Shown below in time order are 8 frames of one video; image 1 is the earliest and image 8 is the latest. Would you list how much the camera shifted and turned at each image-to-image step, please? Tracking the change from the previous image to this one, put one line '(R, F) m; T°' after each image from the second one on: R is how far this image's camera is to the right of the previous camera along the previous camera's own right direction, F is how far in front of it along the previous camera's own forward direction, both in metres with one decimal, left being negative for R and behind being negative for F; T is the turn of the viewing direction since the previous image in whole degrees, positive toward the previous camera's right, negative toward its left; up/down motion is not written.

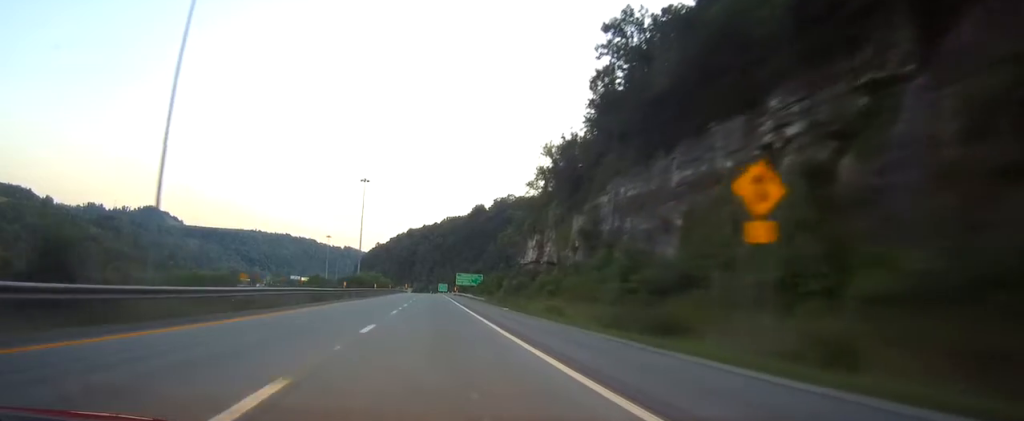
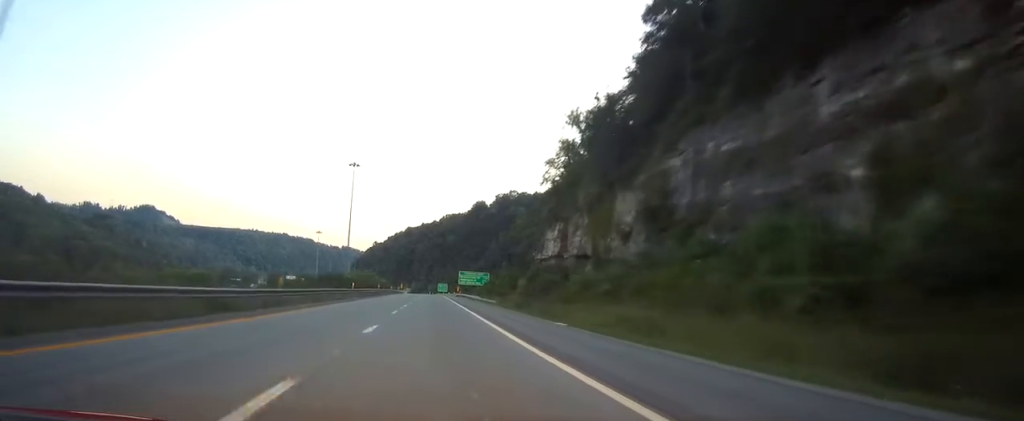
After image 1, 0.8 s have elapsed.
(+0.1, +24.3) m; 0°
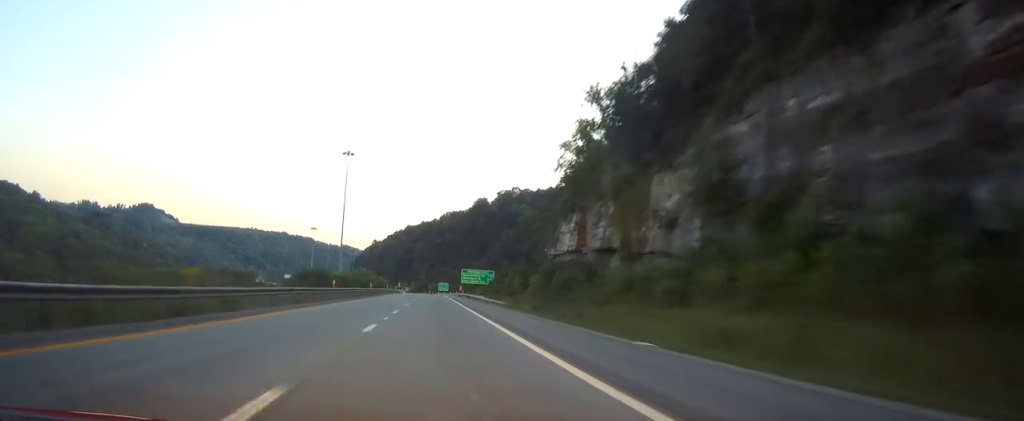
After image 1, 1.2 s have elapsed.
(-0.1, +12.8) m; 0°
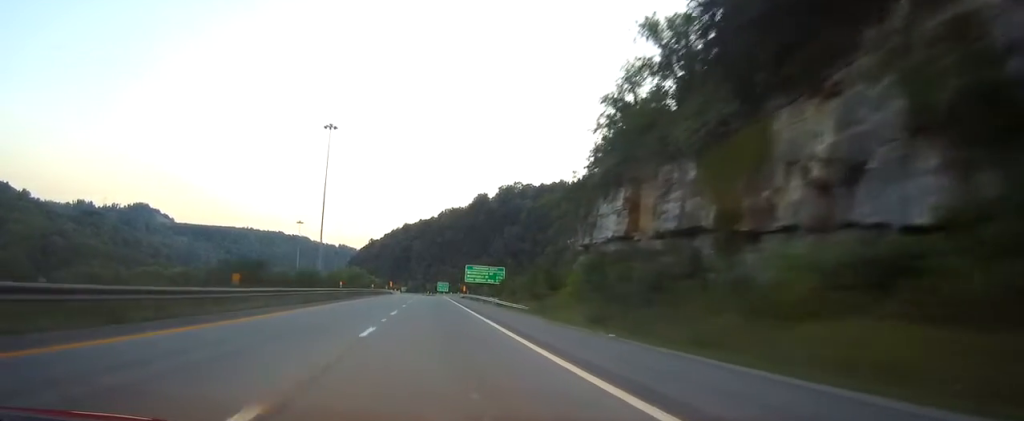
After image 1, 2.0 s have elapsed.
(0.0, +25.6) m; 0°
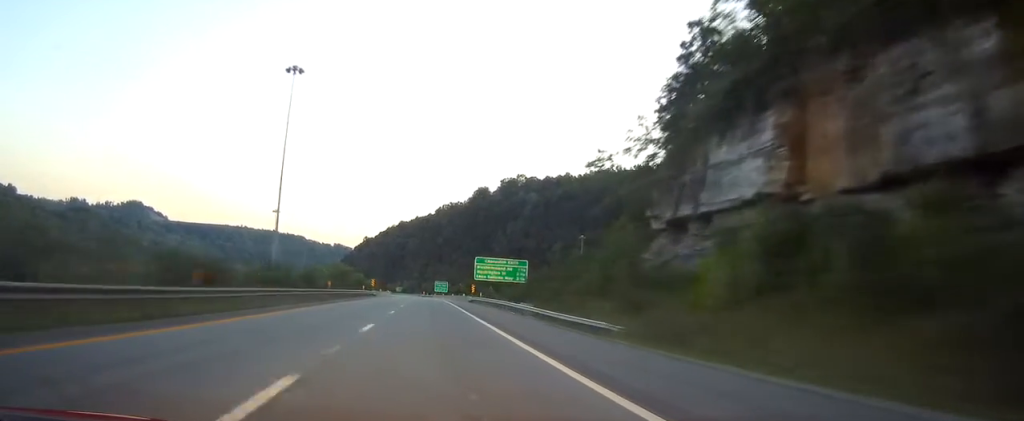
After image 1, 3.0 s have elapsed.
(+0.2, +34.4) m; 0°
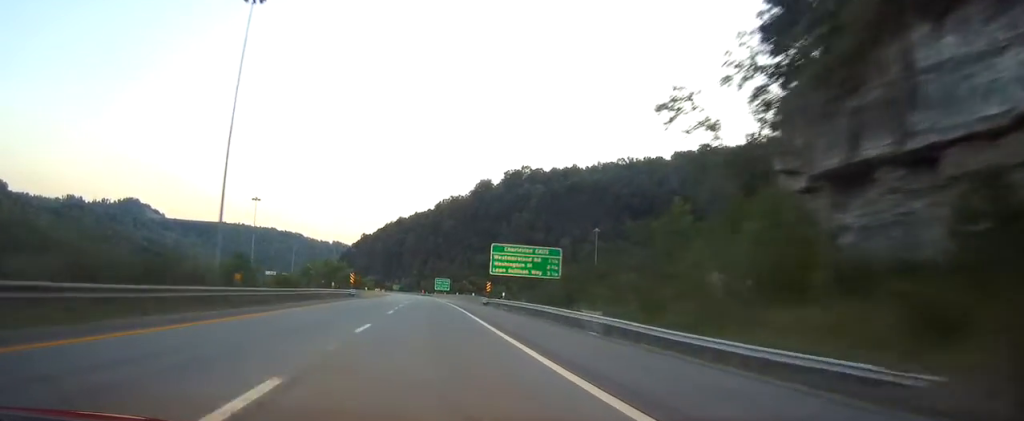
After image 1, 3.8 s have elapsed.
(0.0, +24.9) m; 0°
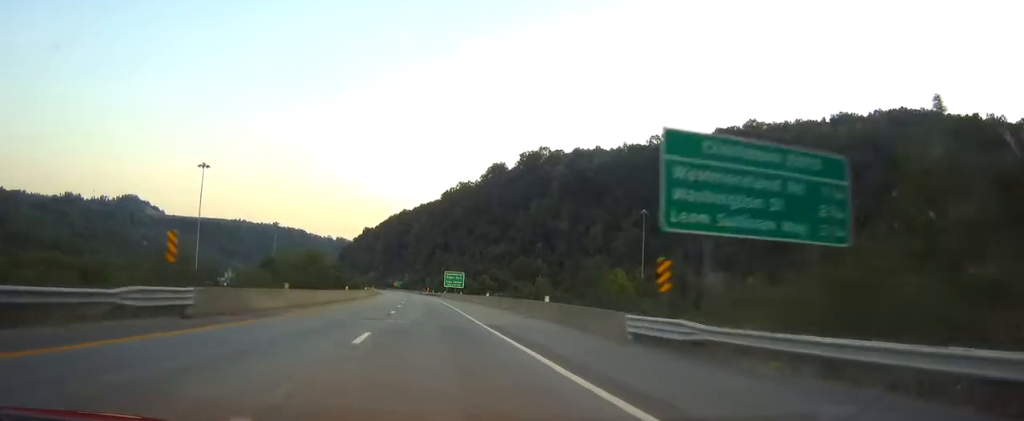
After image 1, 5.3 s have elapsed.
(-0.1, +50.1) m; -1°
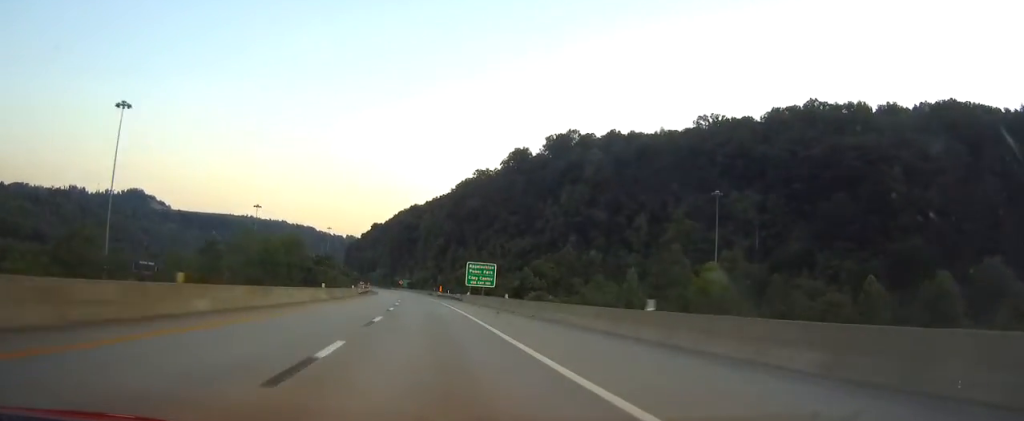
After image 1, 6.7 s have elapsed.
(-0.3, +46.3) m; -1°
